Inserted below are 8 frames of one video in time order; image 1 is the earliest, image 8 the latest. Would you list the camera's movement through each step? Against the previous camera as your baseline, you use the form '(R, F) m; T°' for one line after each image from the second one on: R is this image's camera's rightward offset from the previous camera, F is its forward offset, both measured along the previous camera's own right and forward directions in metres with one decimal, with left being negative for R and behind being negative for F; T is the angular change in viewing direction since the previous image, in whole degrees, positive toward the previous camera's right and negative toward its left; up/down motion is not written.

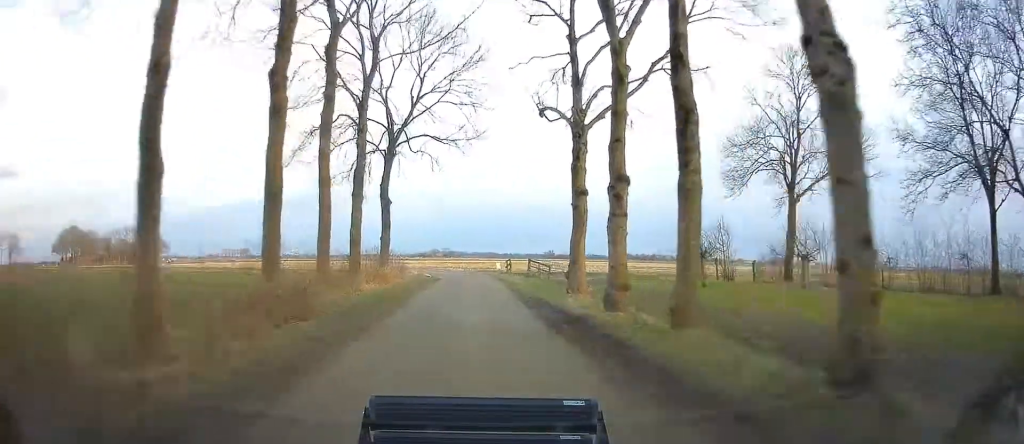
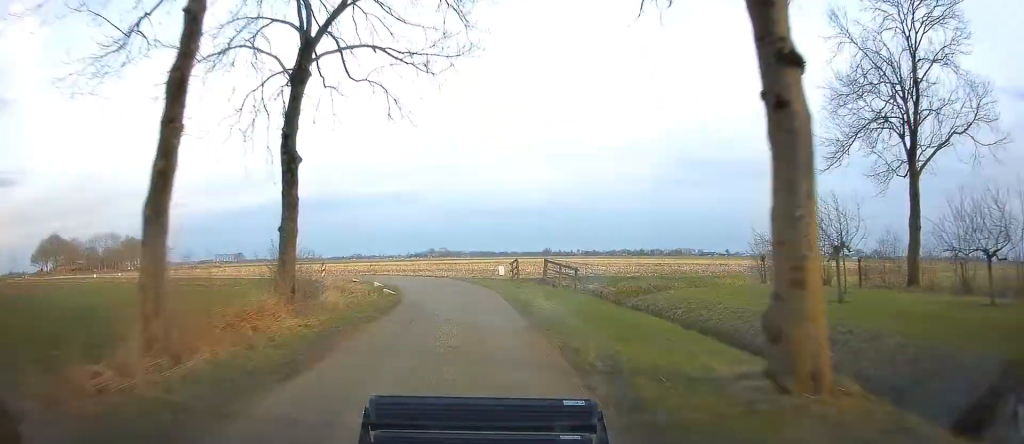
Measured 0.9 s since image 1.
(0.0, +14.2) m; 0°
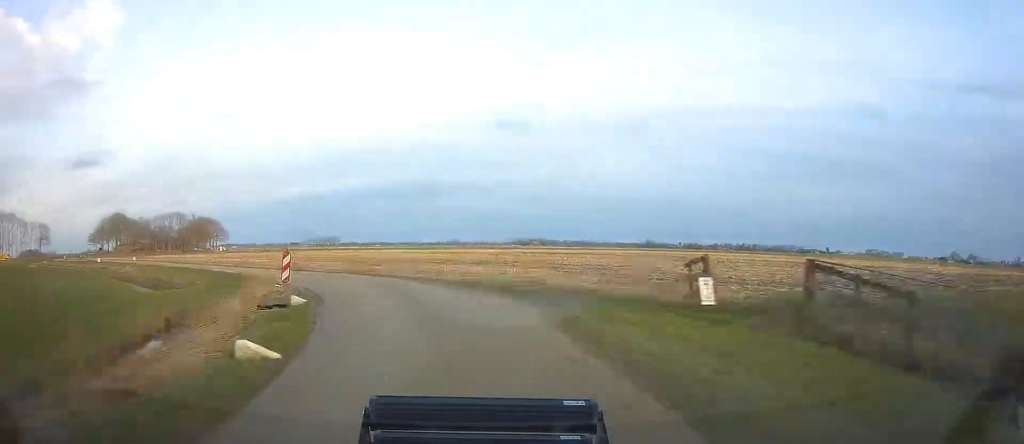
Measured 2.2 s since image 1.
(-1.2, +23.3) m; -12°
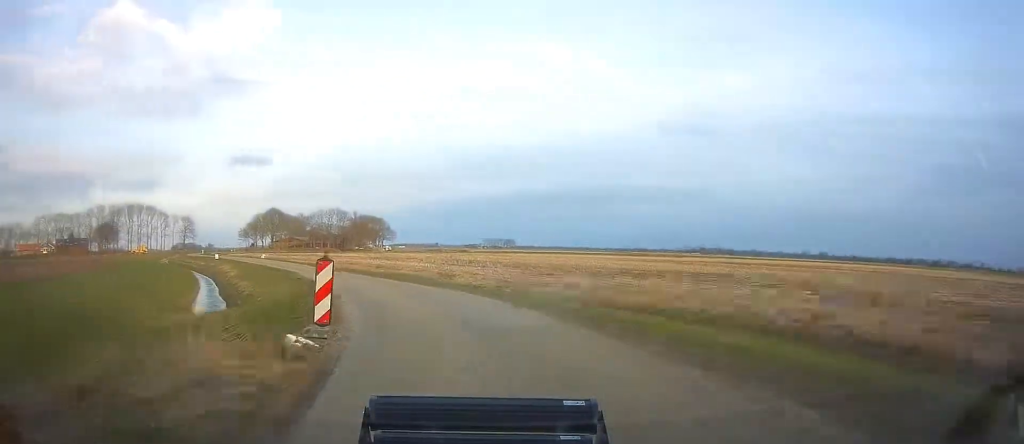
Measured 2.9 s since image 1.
(-0.2, +12.7) m; -13°
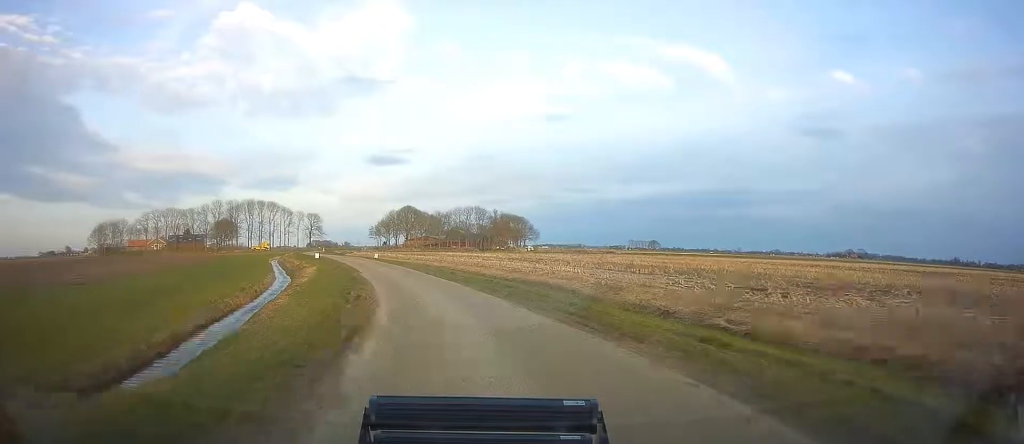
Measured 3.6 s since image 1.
(-2.7, +12.7) m; -12°
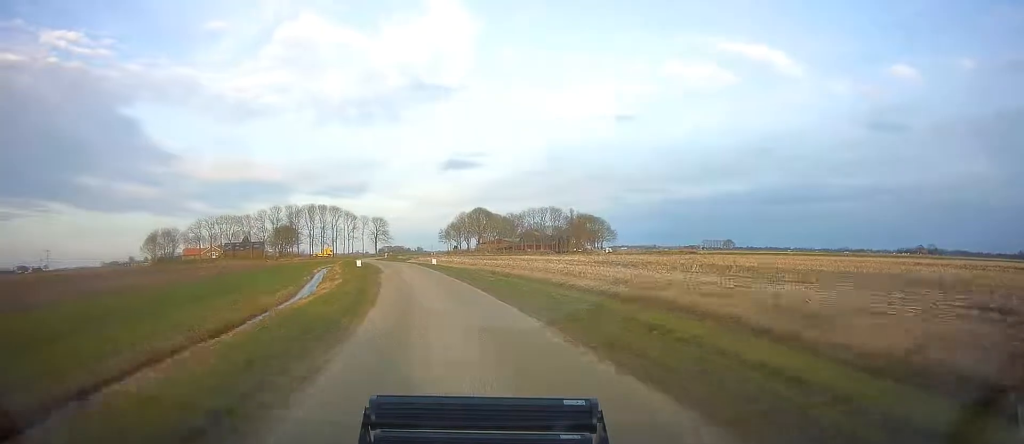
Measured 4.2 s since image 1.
(-1.1, +11.6) m; -8°
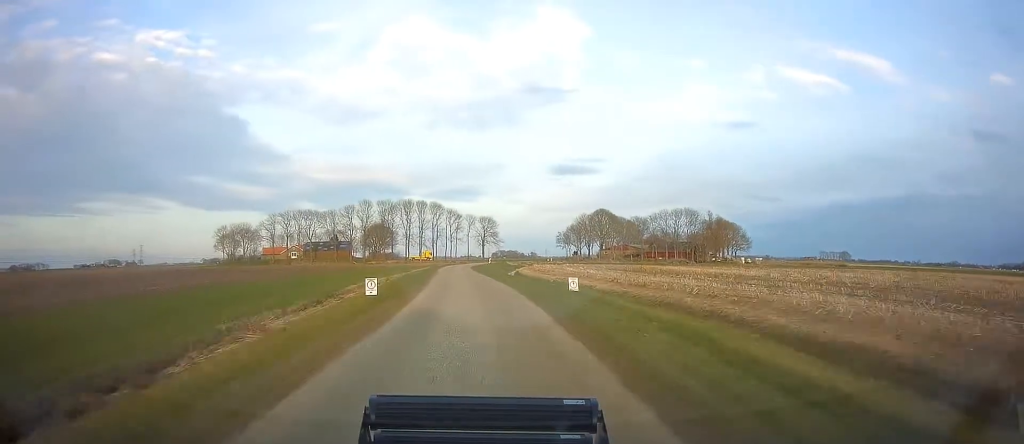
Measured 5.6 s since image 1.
(-3.5, +31.4) m; -11°
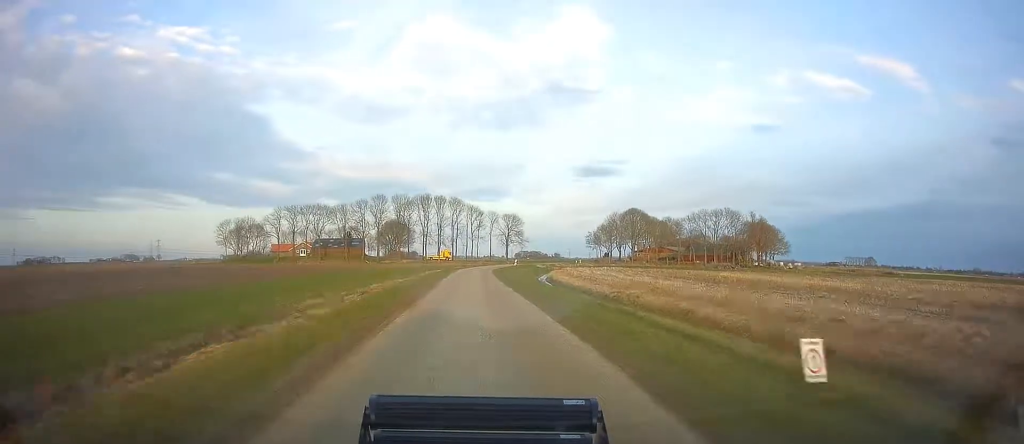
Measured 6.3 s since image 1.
(-0.5, +15.0) m; -3°
